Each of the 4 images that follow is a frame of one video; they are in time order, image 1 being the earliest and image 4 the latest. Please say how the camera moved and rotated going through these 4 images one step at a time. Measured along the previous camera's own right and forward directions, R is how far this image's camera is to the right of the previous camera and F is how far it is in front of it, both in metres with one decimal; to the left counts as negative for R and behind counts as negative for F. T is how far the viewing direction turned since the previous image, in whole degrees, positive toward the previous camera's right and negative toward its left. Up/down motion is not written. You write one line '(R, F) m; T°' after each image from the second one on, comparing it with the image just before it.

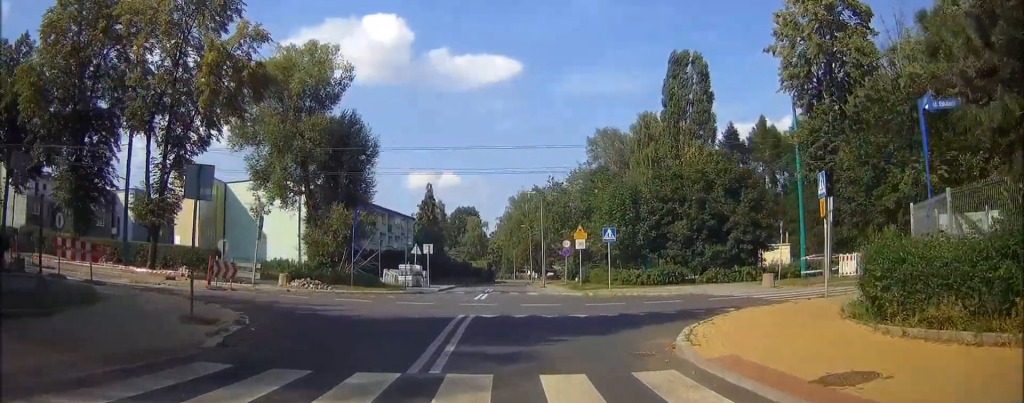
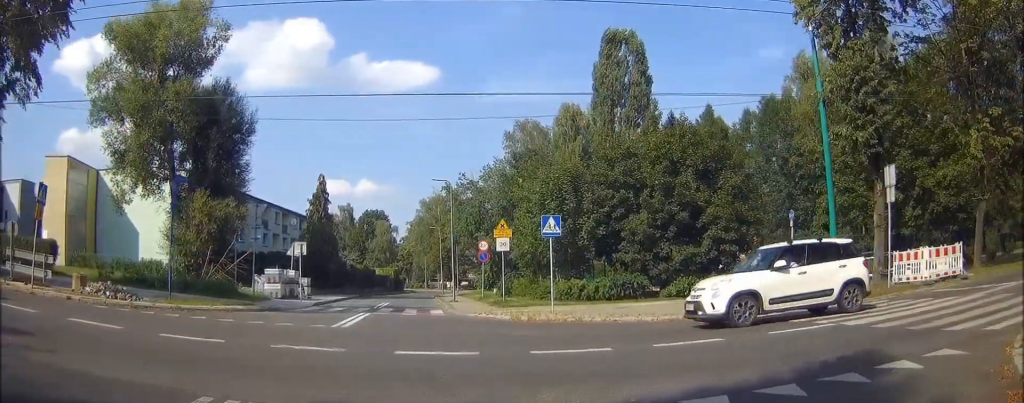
(-0.1, +13.7) m; +4°
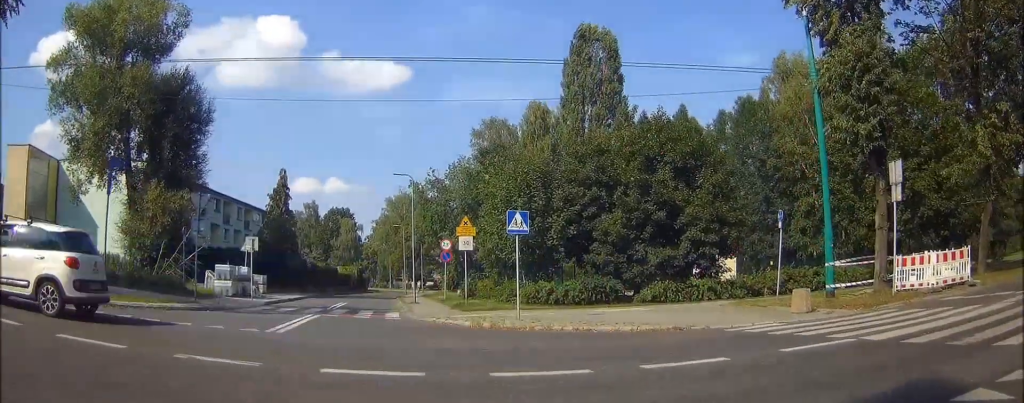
(+0.5, +3.8) m; +20°
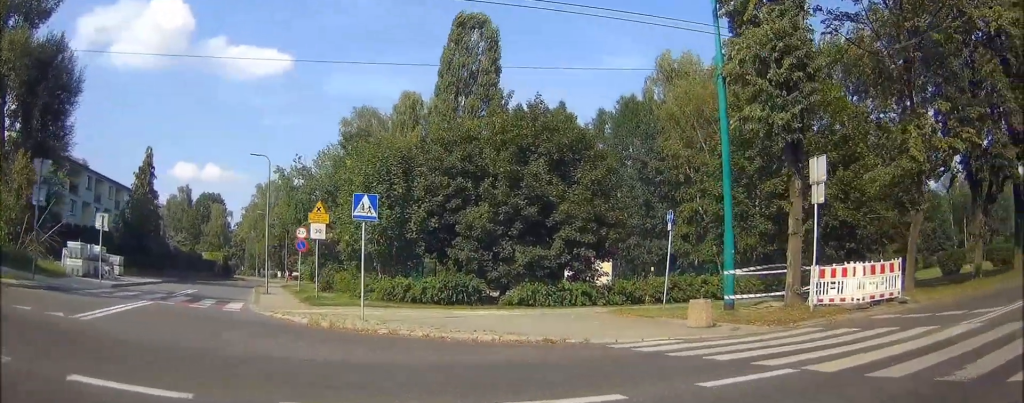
(+1.2, +4.4) m; +33°
